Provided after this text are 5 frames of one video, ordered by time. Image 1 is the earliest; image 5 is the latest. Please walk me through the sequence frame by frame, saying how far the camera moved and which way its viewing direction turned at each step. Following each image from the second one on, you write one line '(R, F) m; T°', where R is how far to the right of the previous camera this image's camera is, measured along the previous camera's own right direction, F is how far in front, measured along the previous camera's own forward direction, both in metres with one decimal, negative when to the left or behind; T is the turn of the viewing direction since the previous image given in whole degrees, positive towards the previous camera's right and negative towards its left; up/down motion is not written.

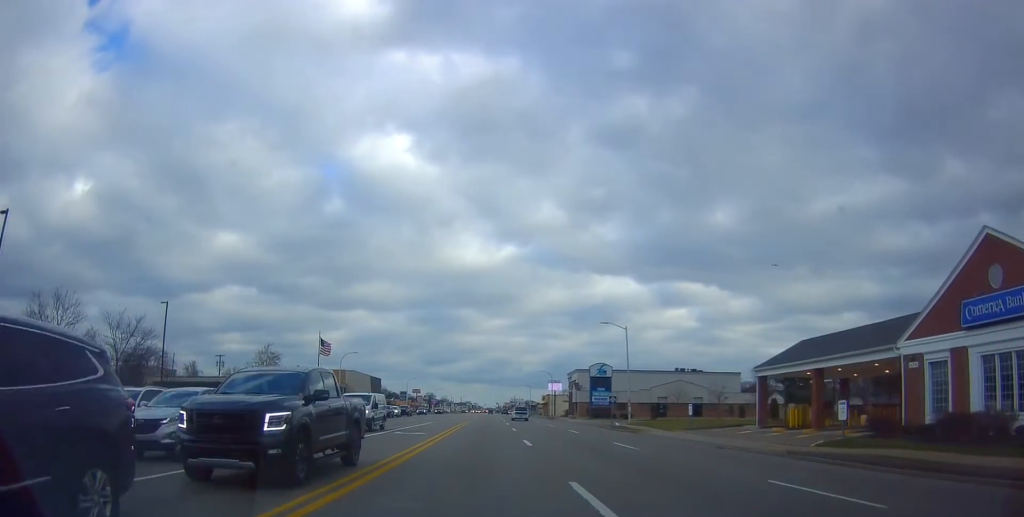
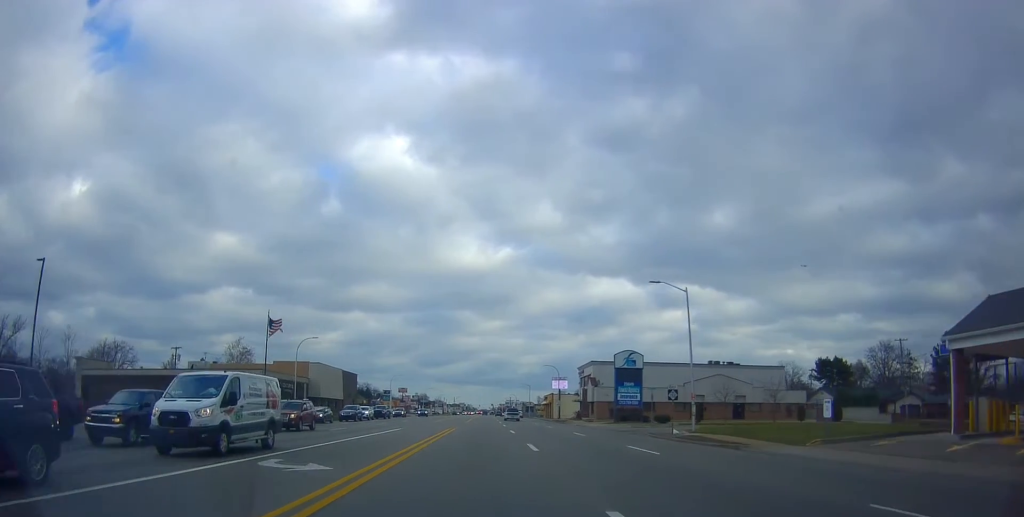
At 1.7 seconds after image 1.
(+0.9, +20.2) m; +5°
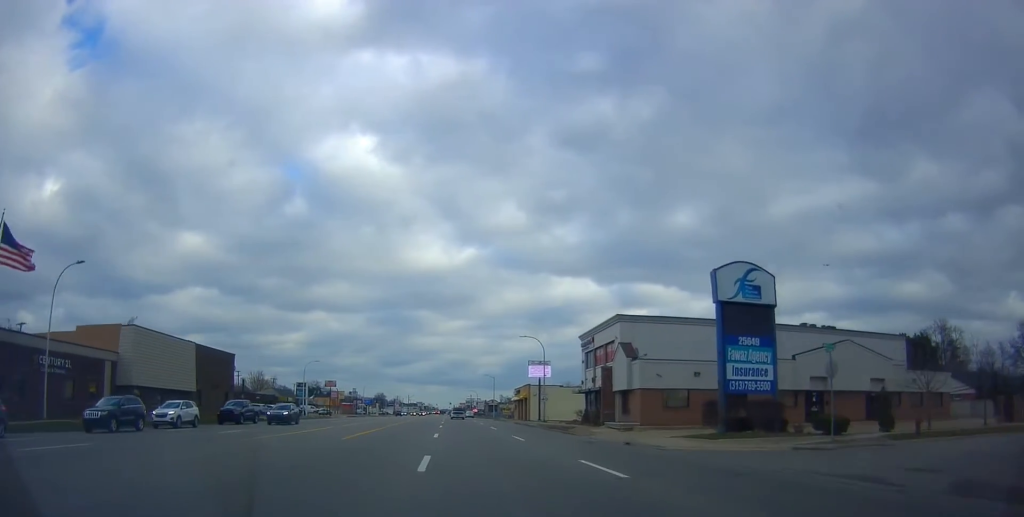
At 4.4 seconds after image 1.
(+1.7, +40.2) m; +2°
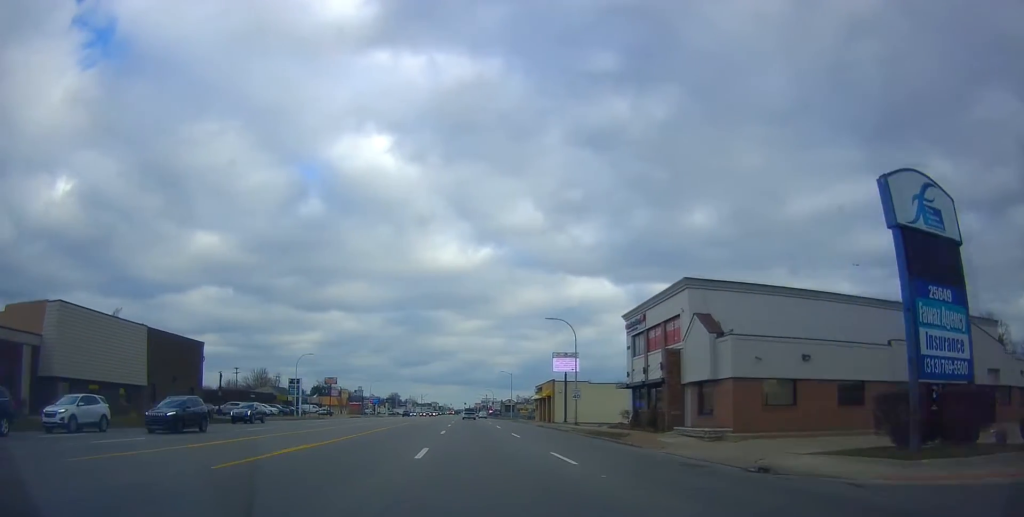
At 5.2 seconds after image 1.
(-0.2, +12.5) m; -1°
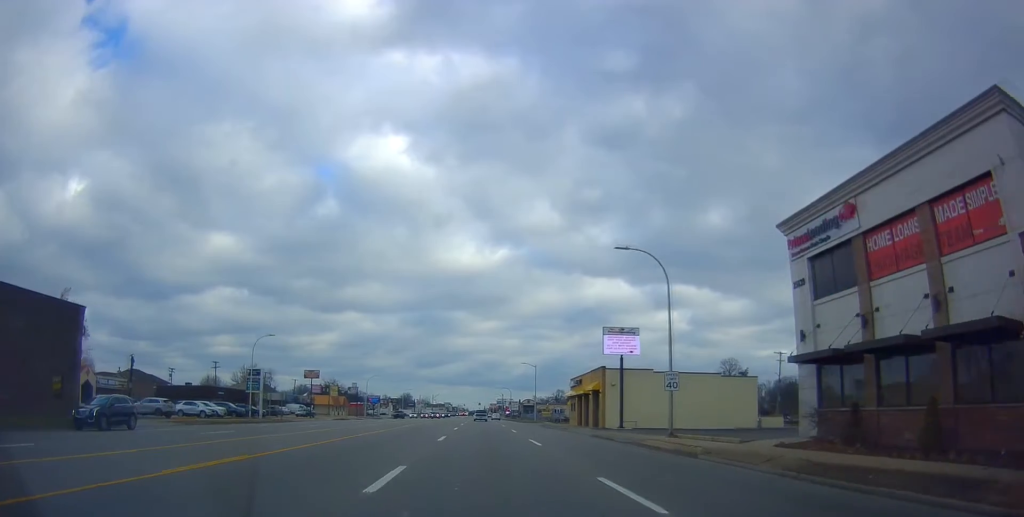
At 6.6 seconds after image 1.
(0.0, +23.2) m; 0°
